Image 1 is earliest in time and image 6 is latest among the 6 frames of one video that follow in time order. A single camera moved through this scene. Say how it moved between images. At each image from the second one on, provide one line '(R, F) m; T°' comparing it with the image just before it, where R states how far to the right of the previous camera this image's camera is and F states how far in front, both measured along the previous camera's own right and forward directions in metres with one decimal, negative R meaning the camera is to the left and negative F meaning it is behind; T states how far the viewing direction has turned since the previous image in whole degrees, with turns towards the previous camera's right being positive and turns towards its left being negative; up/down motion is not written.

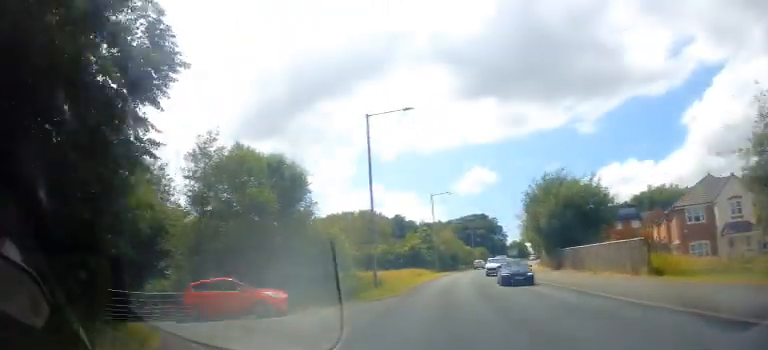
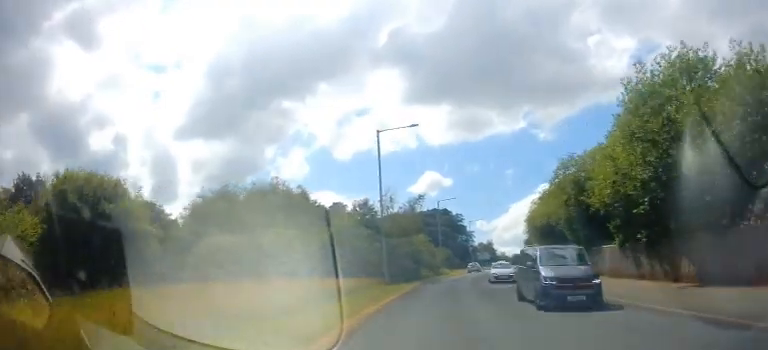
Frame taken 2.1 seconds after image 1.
(+0.9, +30.8) m; +3°
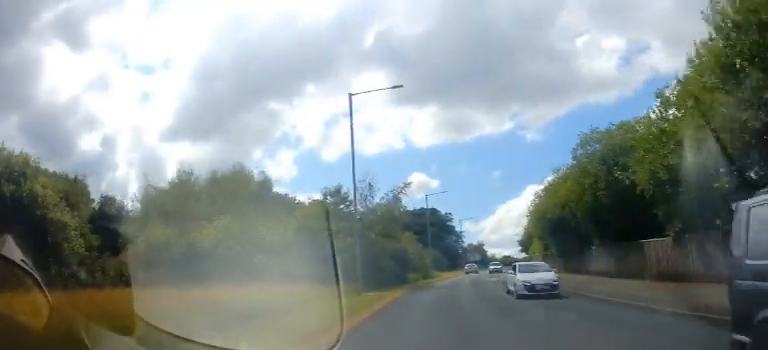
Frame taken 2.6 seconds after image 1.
(-0.1, +7.2) m; +1°
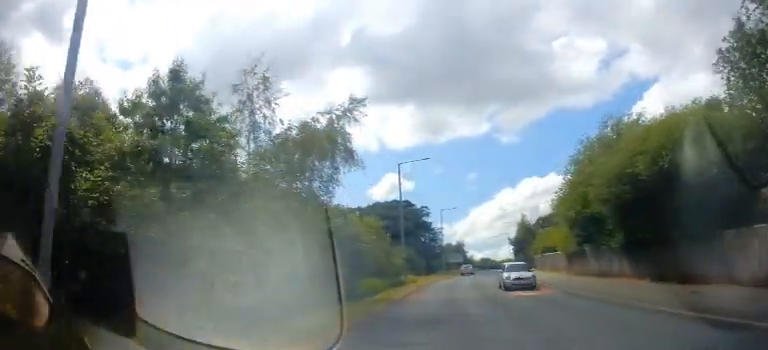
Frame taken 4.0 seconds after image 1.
(+0.8, +18.5) m; +5°
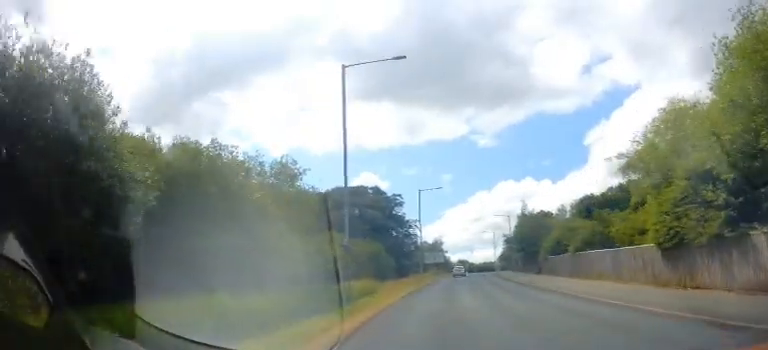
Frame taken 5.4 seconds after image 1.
(+0.8, +19.3) m; +4°
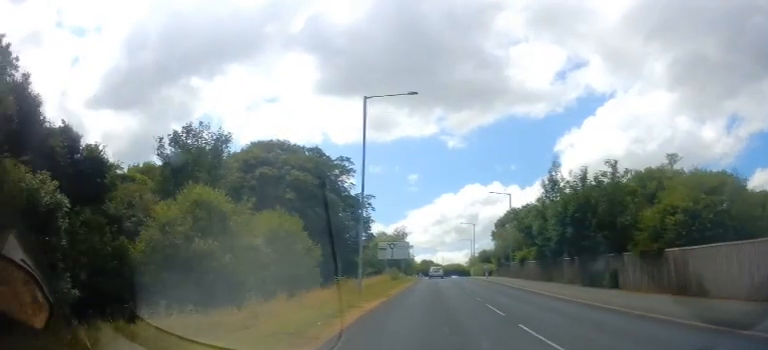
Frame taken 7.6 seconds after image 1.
(+0.7, +28.6) m; +4°
